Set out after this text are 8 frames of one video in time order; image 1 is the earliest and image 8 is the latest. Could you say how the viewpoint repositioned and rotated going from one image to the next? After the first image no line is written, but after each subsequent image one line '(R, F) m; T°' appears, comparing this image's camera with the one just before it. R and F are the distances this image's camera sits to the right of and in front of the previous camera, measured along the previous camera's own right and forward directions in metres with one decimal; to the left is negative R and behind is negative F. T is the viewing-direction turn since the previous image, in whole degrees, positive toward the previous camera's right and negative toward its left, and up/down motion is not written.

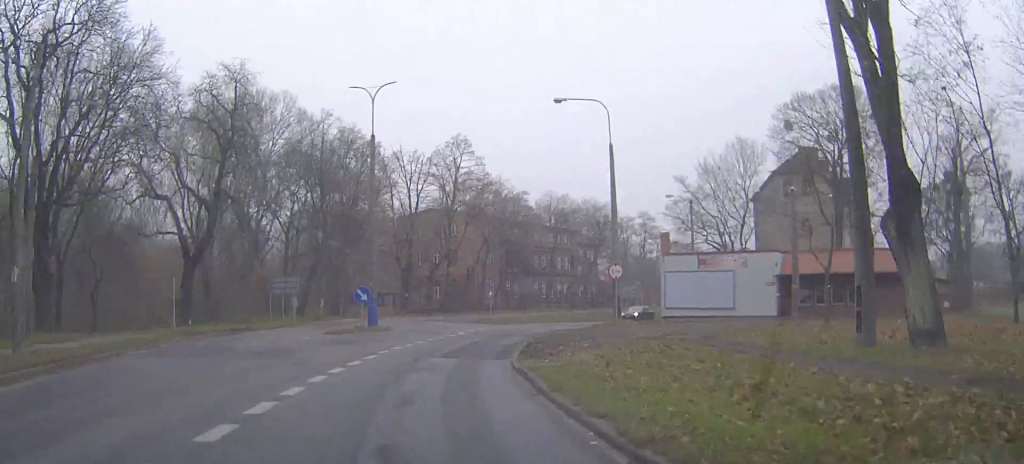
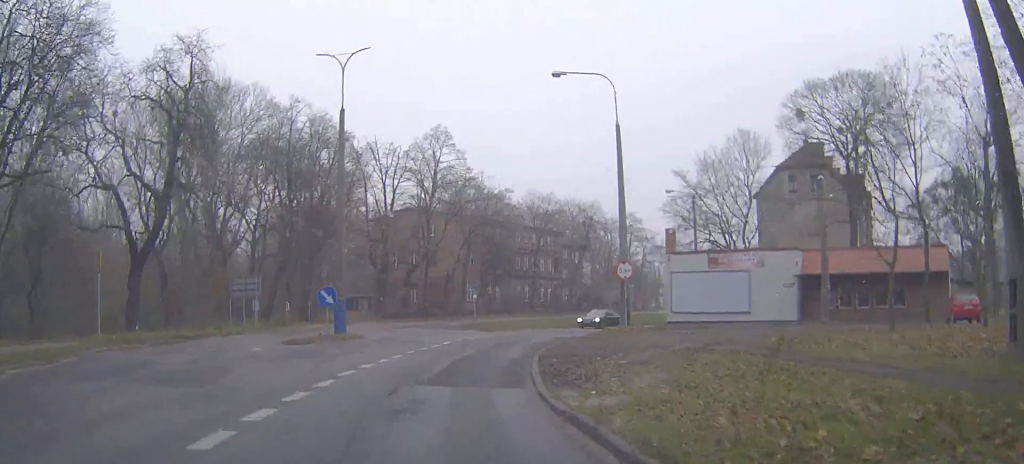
(+0.1, +5.8) m; +2°
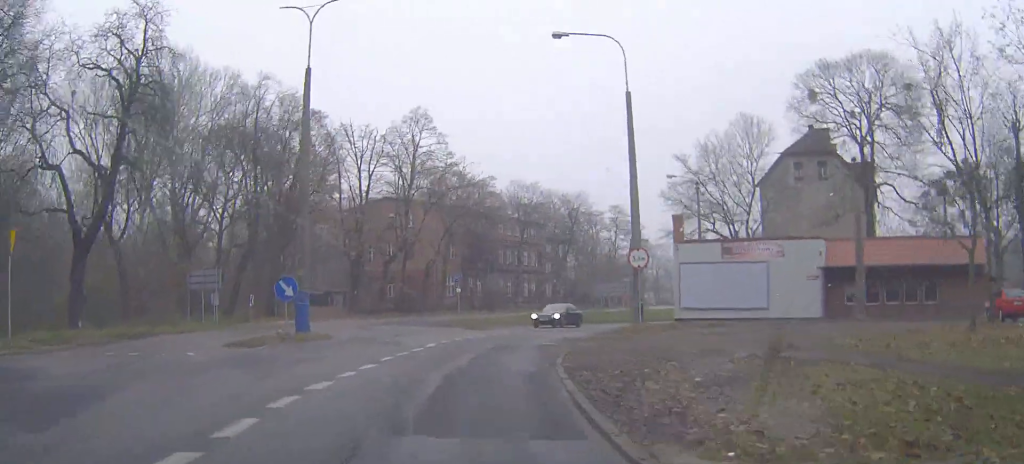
(-0.1, +5.0) m; +2°
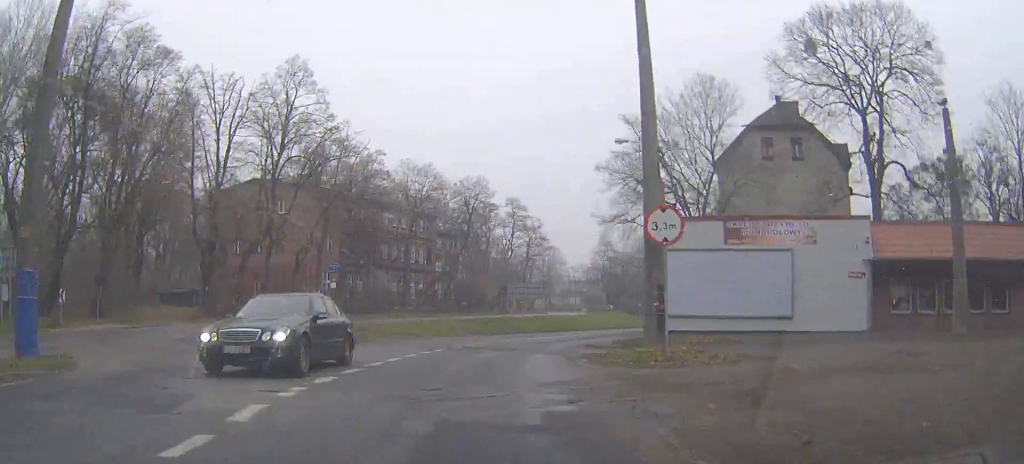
(+1.1, +13.8) m; +8°
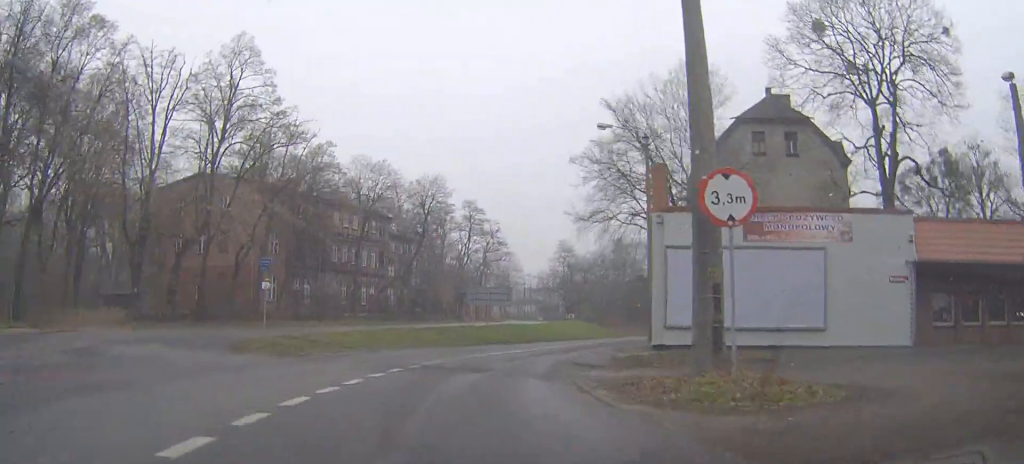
(0.0, +5.4) m; +3°
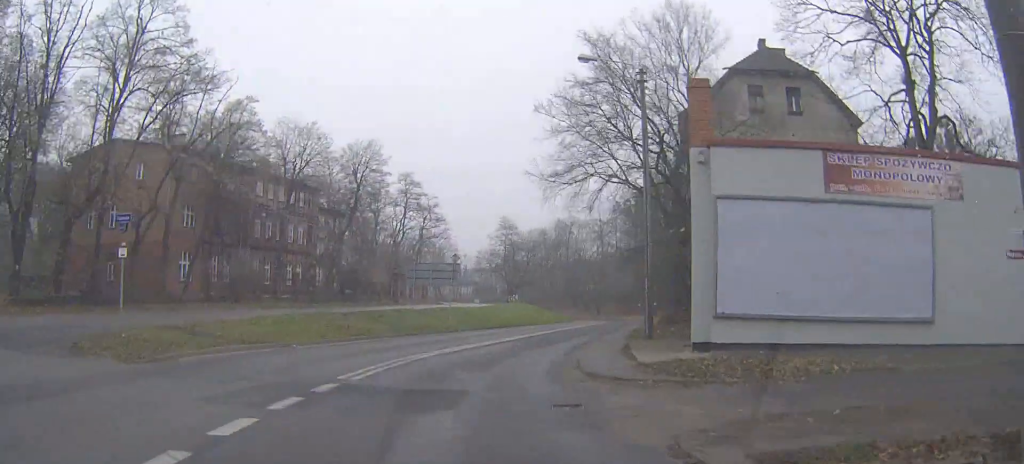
(+0.4, +8.3) m; +6°
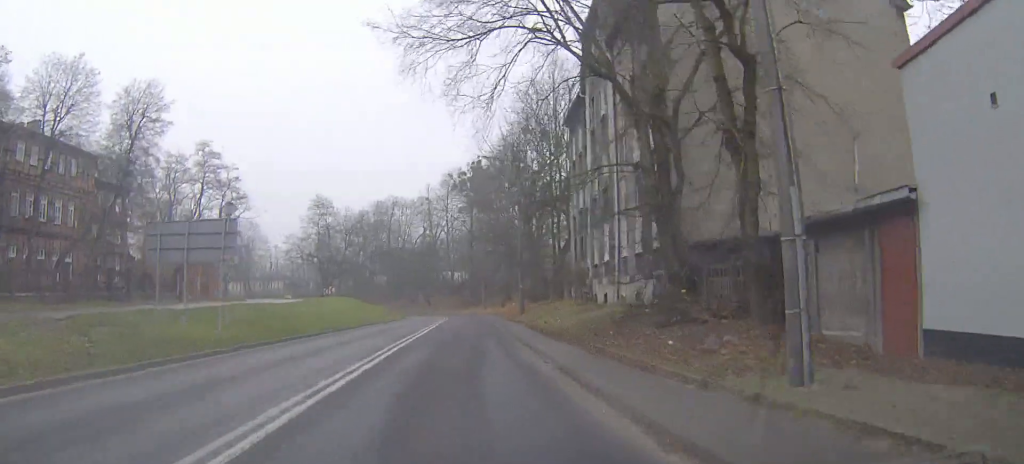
(+2.1, +18.4) m; +14°
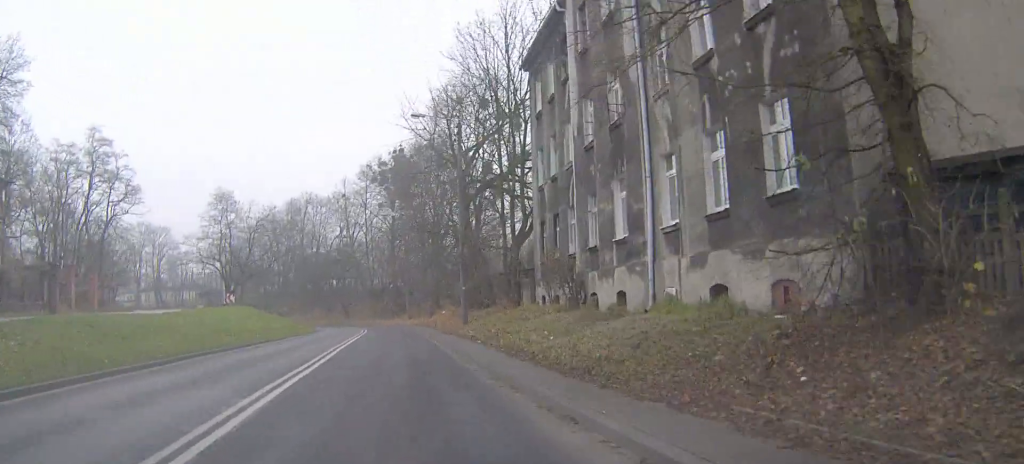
(+1.0, +12.3) m; +6°
